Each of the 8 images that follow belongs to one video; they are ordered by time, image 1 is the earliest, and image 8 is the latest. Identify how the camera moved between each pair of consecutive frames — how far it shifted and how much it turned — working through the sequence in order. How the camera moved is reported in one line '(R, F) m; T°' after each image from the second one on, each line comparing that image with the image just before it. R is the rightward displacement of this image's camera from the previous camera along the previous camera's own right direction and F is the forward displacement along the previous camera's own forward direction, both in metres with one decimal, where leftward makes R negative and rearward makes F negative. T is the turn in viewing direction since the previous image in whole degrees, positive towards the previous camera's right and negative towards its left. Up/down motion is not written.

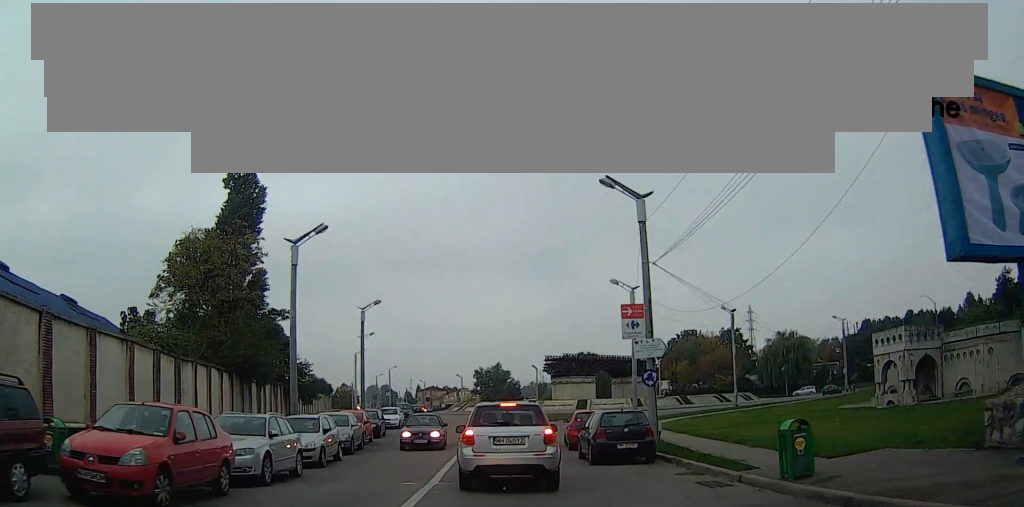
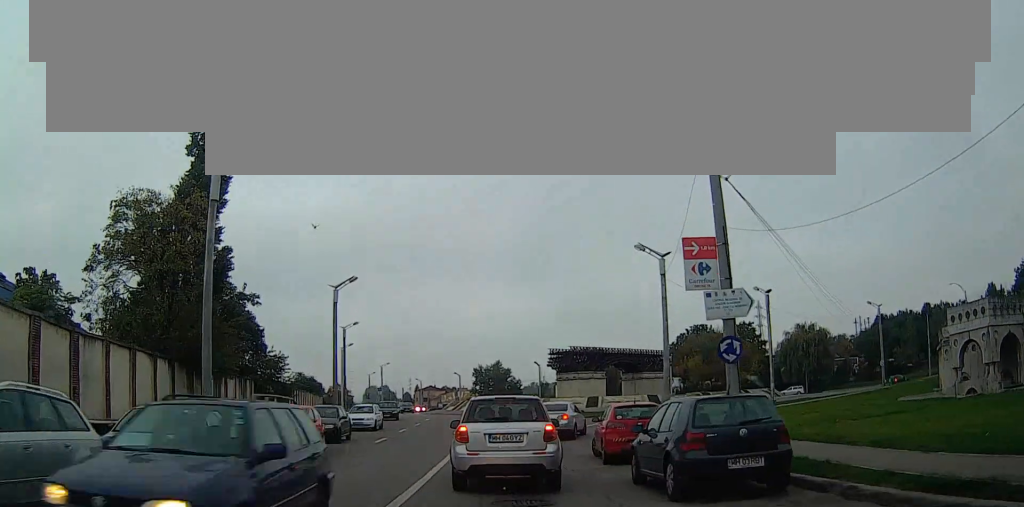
(+0.5, +10.6) m; +5°
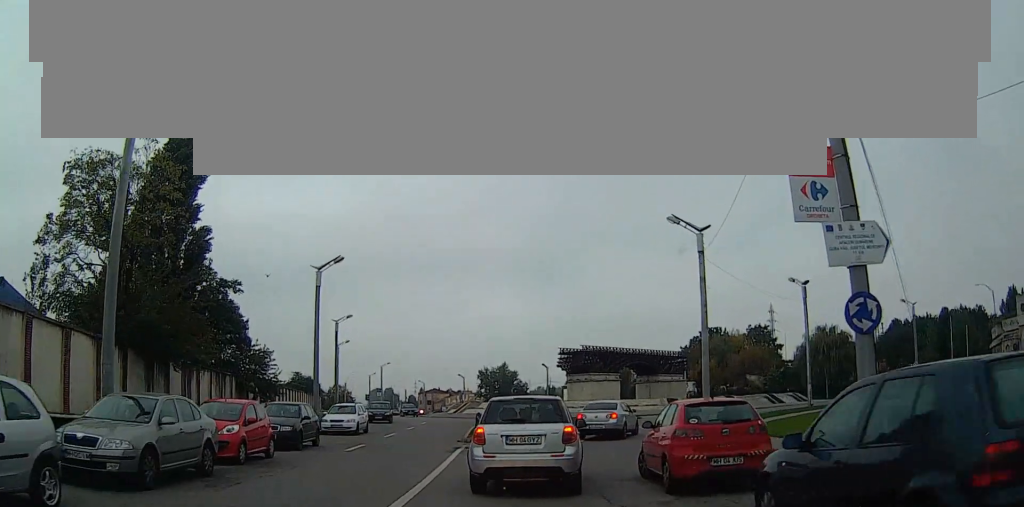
(+0.2, +7.0) m; 0°
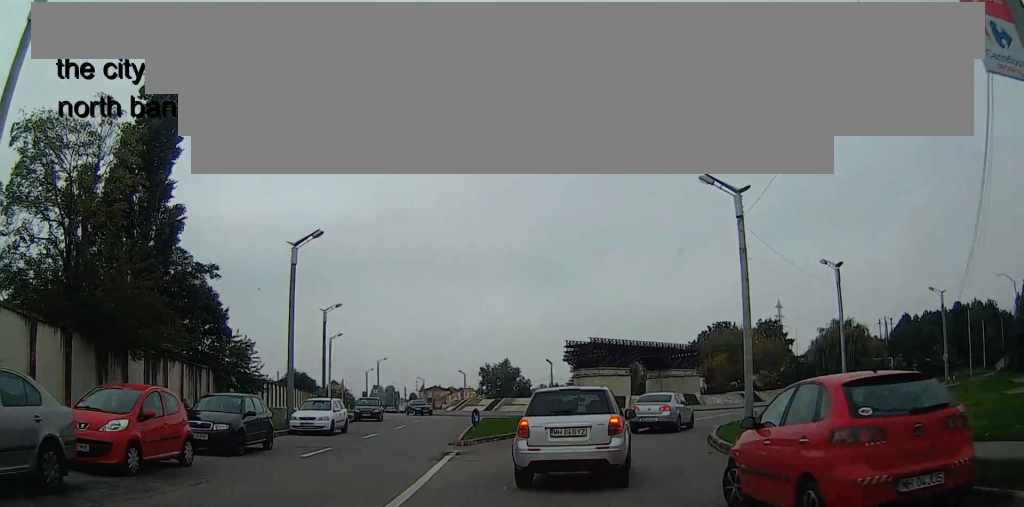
(0.0, +5.8) m; -1°
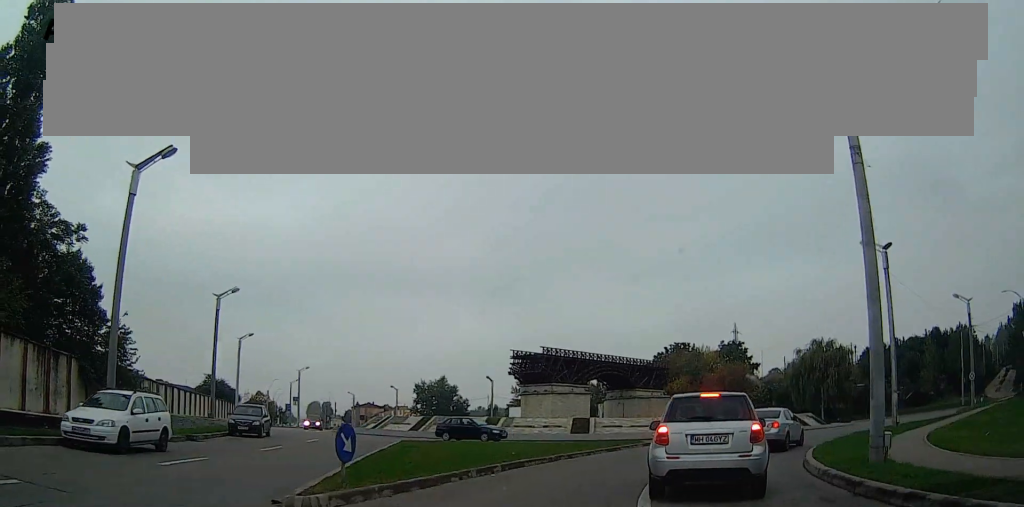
(-0.6, +13.9) m; +2°
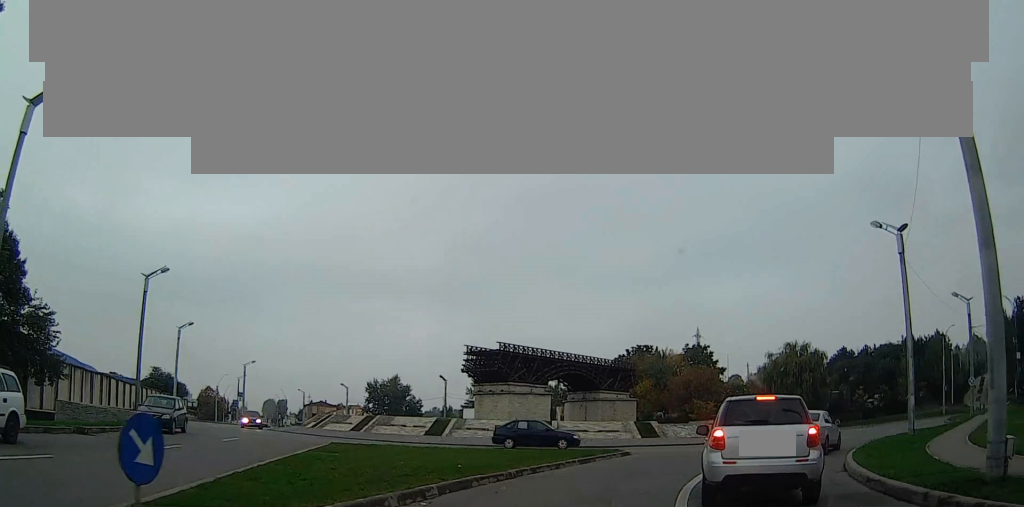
(+0.3, +6.0) m; +3°
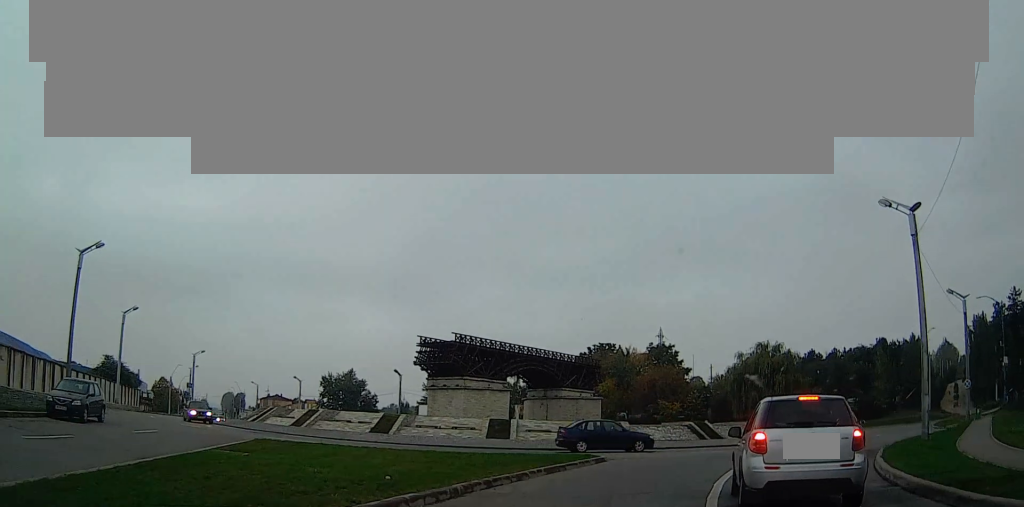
(+0.3, +4.8) m; +2°
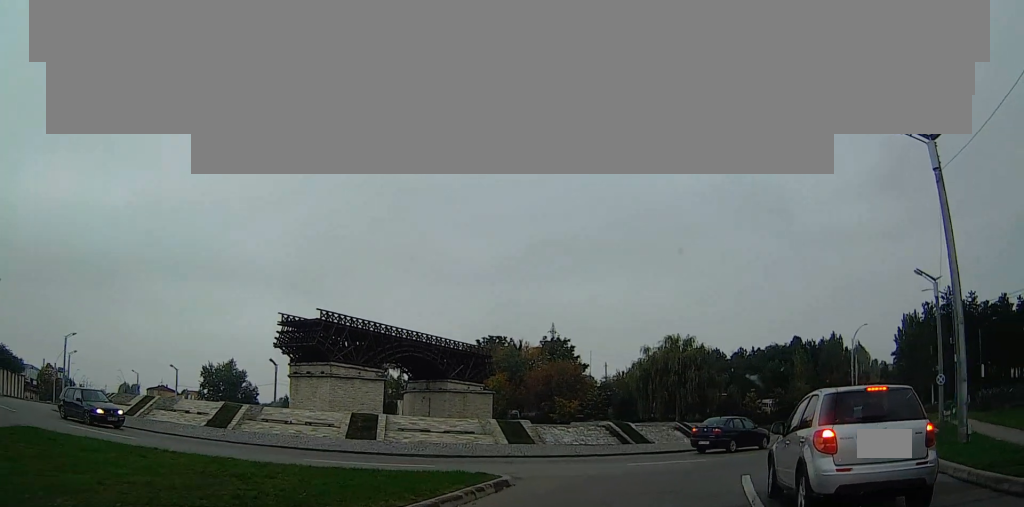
(-0.2, +10.8) m; +1°
